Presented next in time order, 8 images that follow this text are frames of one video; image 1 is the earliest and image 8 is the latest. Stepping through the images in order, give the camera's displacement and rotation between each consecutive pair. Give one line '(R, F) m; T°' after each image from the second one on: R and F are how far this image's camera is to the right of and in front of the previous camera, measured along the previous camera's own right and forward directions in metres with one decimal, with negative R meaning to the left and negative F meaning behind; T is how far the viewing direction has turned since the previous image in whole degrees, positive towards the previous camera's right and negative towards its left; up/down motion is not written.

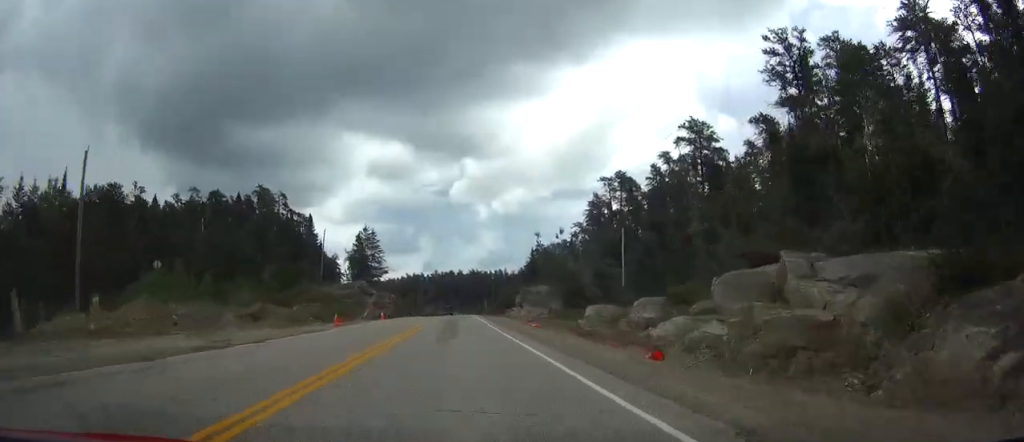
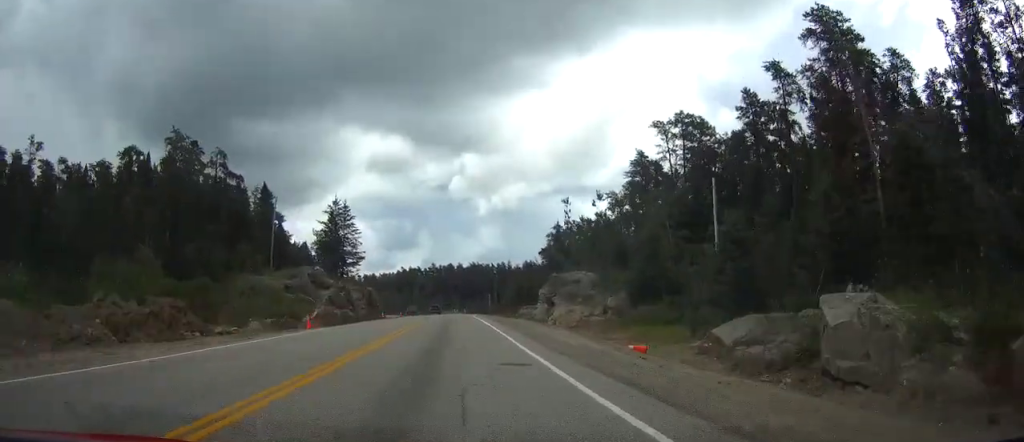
(0.0, +30.1) m; 0°
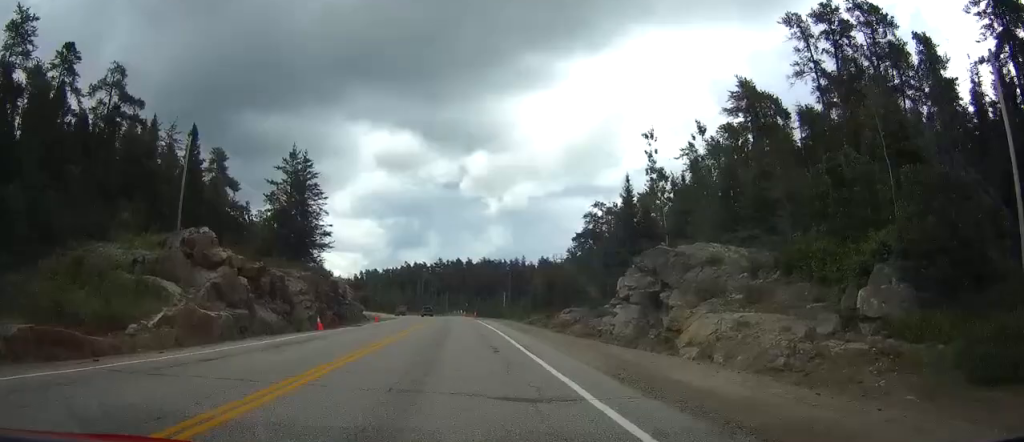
(-0.1, +31.1) m; 0°
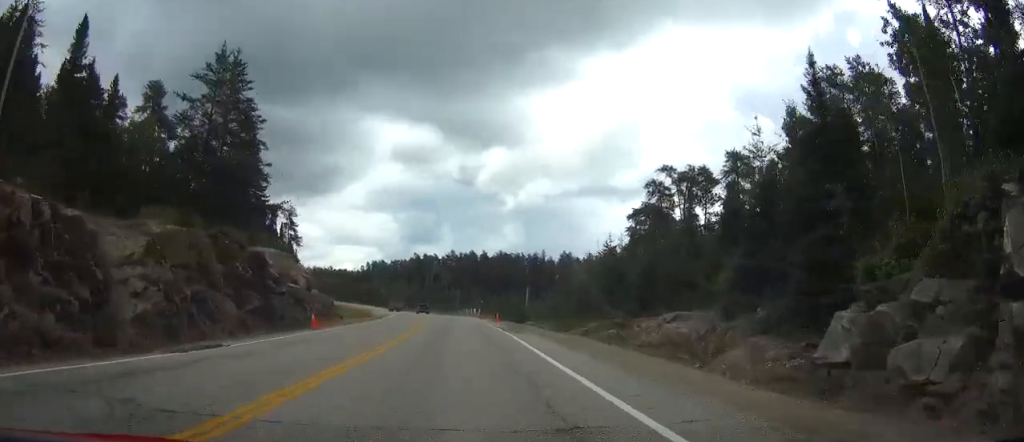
(0.0, +27.1) m; -1°
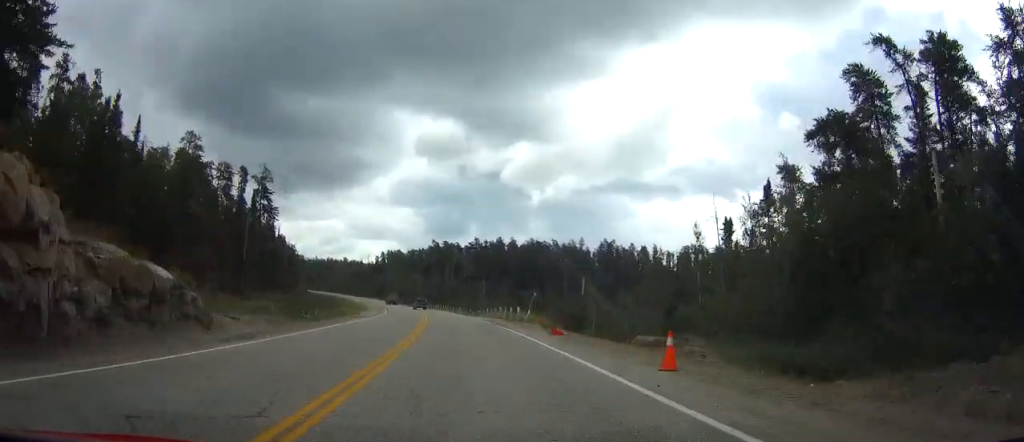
(-0.7, +38.2) m; -3°
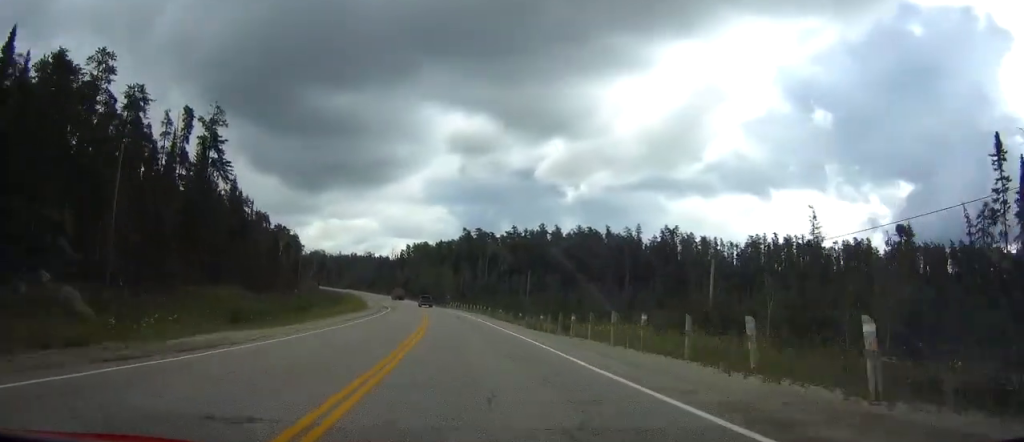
(-0.8, +38.2) m; -2°
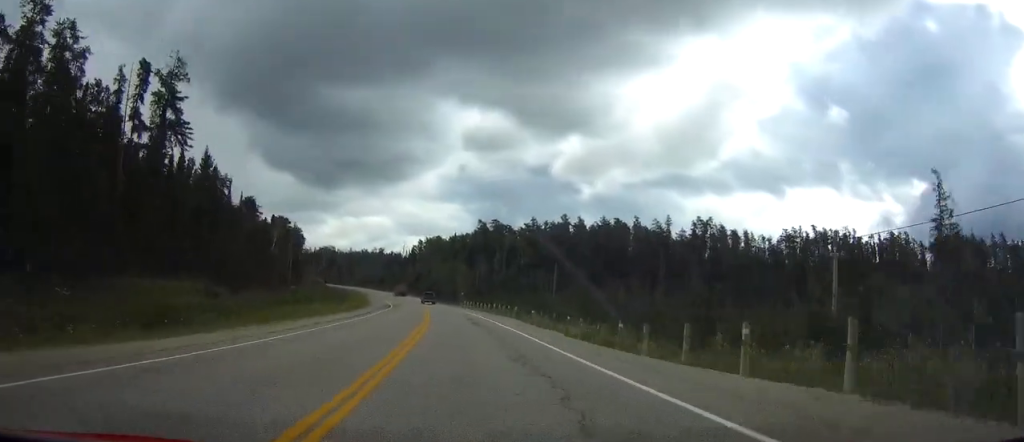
(-0.3, +17.1) m; -1°
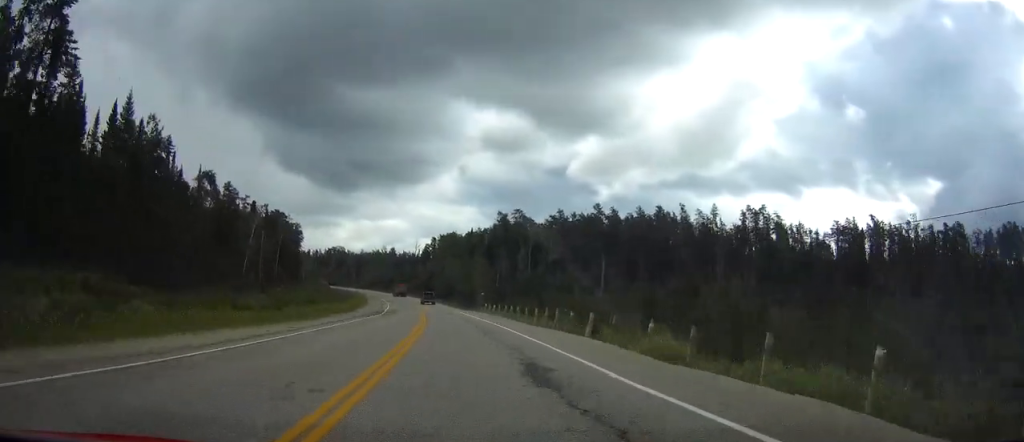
(-0.3, +25.2) m; -2°
